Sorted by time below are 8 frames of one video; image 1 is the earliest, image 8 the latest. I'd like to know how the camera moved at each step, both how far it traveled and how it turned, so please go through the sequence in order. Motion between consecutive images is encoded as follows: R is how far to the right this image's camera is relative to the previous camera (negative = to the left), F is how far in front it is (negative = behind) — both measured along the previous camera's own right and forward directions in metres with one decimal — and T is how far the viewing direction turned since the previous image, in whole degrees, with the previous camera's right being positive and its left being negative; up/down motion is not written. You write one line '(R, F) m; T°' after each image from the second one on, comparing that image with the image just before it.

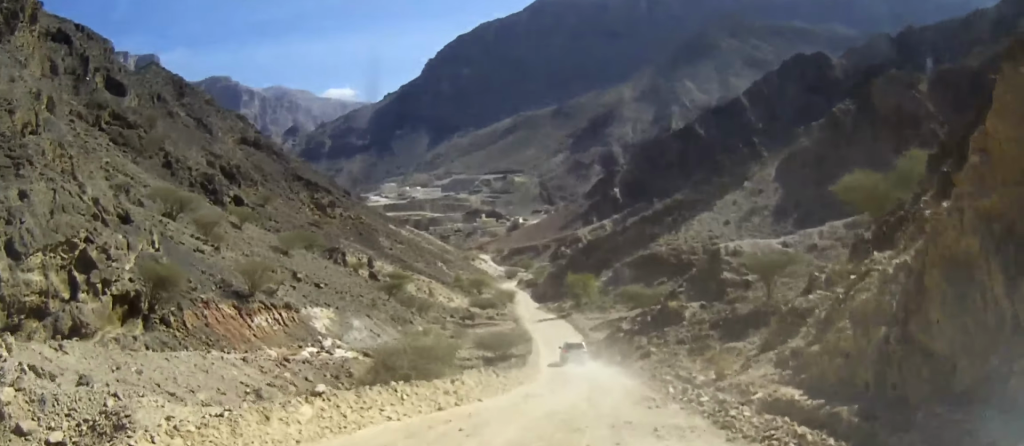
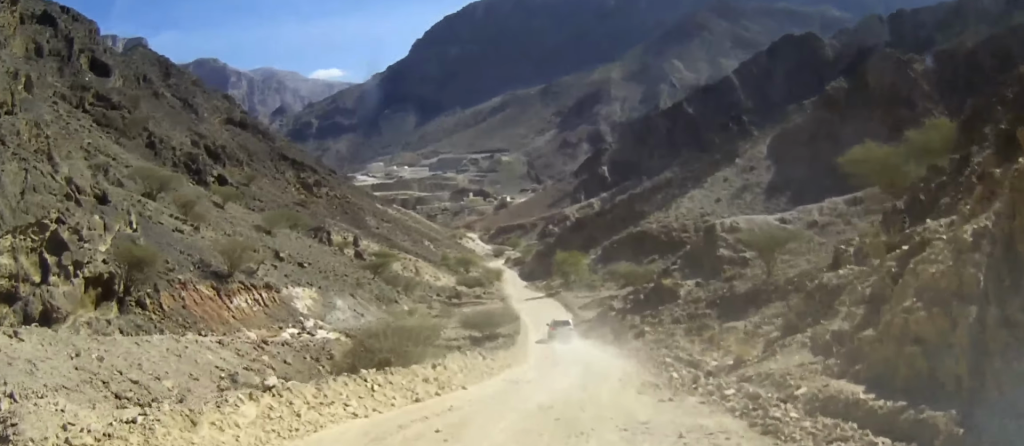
(0.0, +2.1) m; 0°
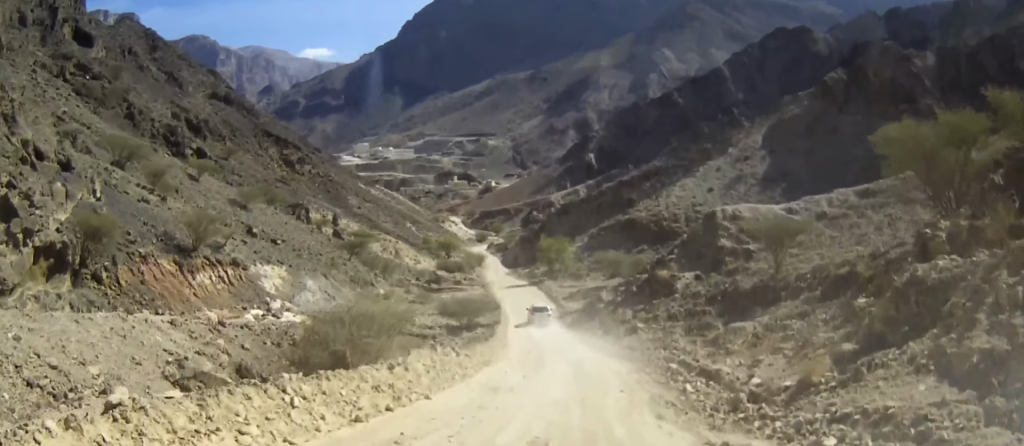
(0.0, +4.0) m; +1°
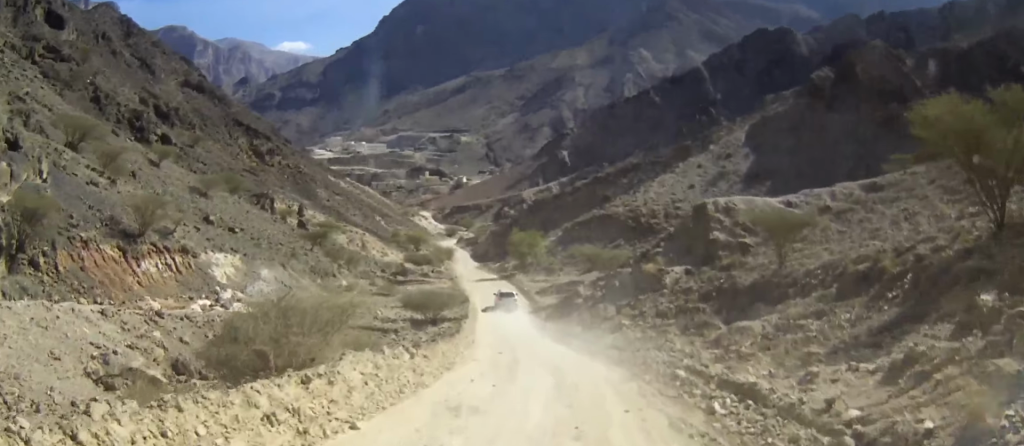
(+0.1, +4.5) m; +2°
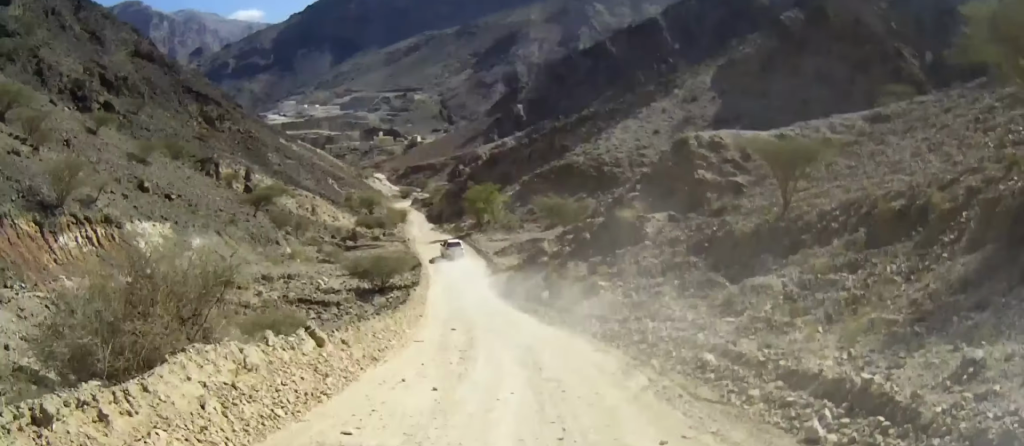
(+0.2, +5.7) m; +3°
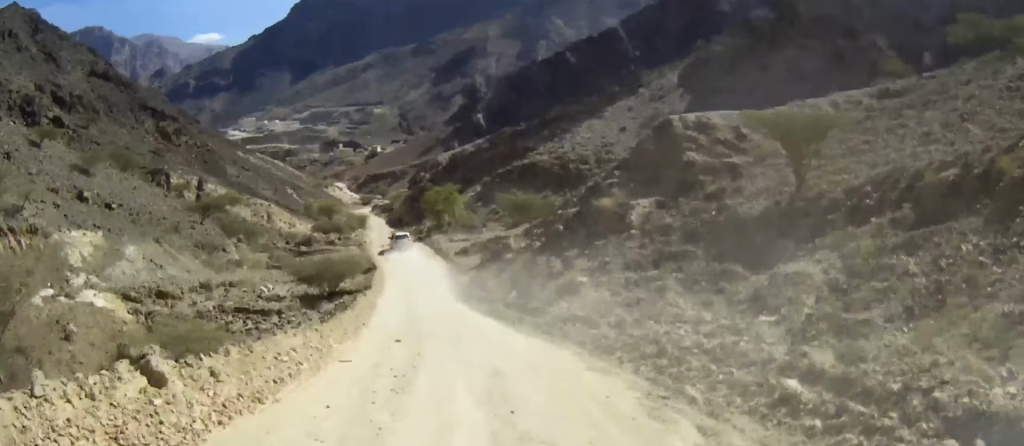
(0.0, +5.2) m; +2°
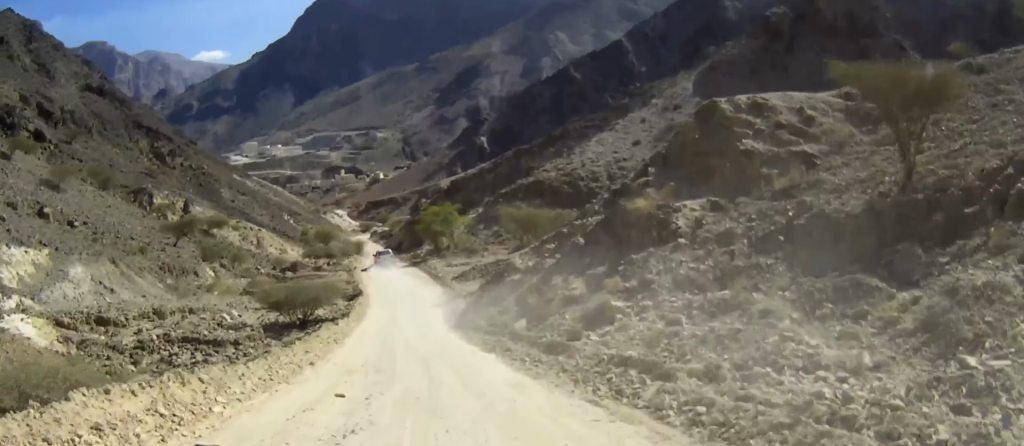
(+0.2, +7.3) m; +1°
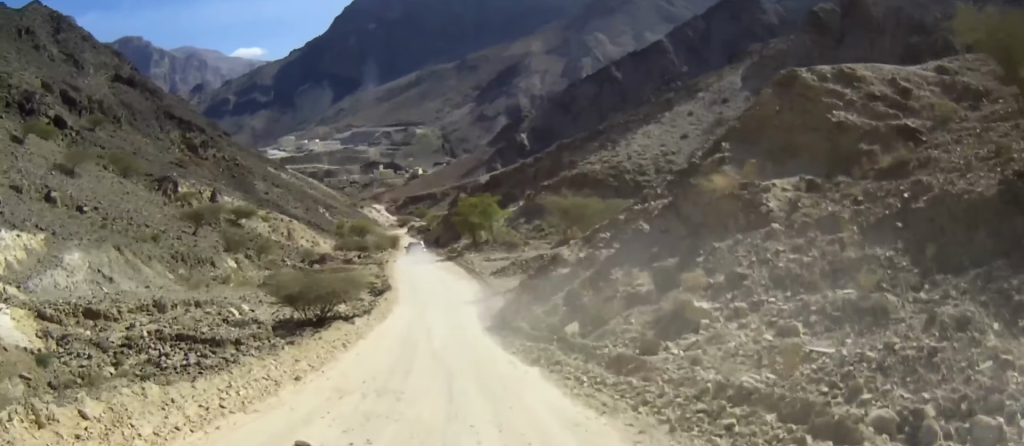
(0.0, +4.3) m; -2°
